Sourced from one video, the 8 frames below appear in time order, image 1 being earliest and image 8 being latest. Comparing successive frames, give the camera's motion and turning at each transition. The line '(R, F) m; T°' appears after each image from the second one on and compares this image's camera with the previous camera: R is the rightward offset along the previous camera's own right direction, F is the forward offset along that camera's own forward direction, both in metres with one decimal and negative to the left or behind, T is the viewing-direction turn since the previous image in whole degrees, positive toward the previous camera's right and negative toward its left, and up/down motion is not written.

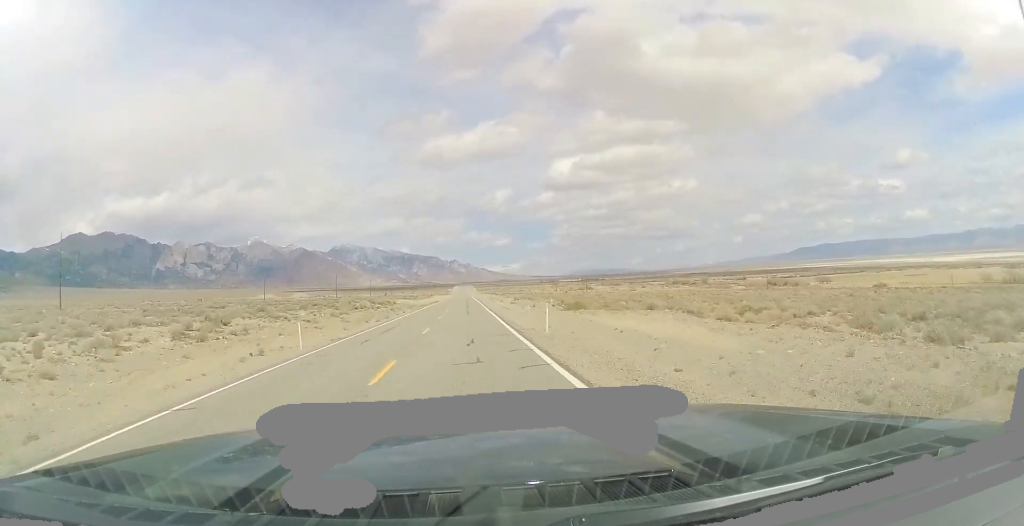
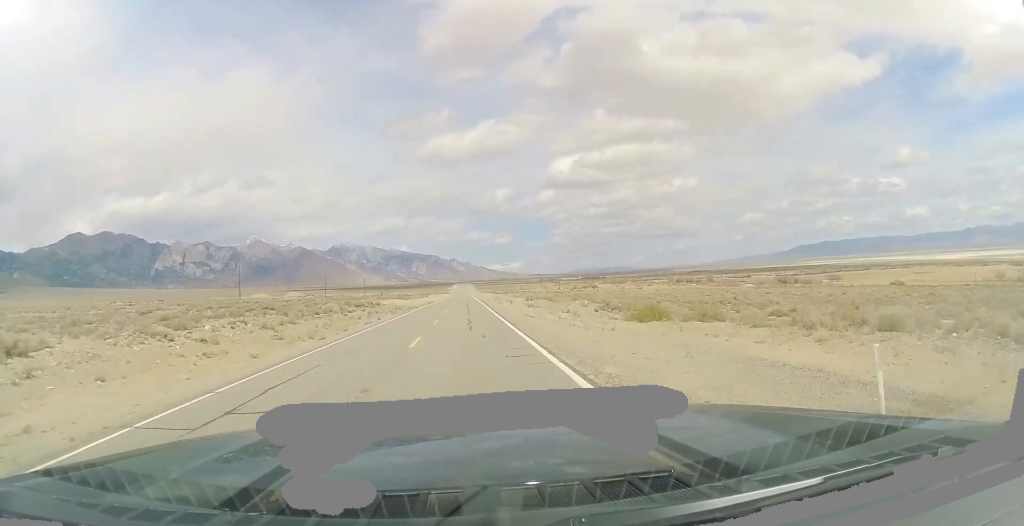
(-0.1, +18.2) m; 0°
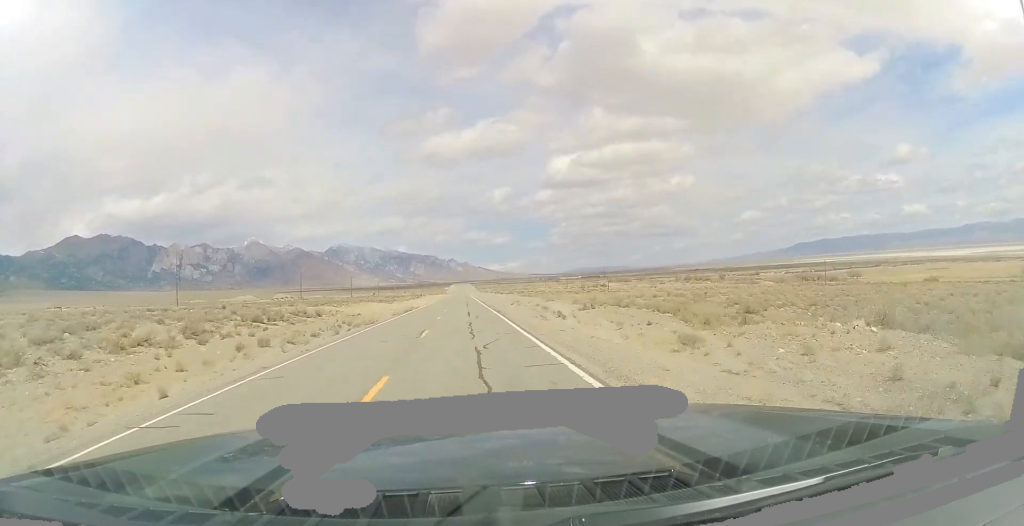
(+0.1, +33.8) m; 0°
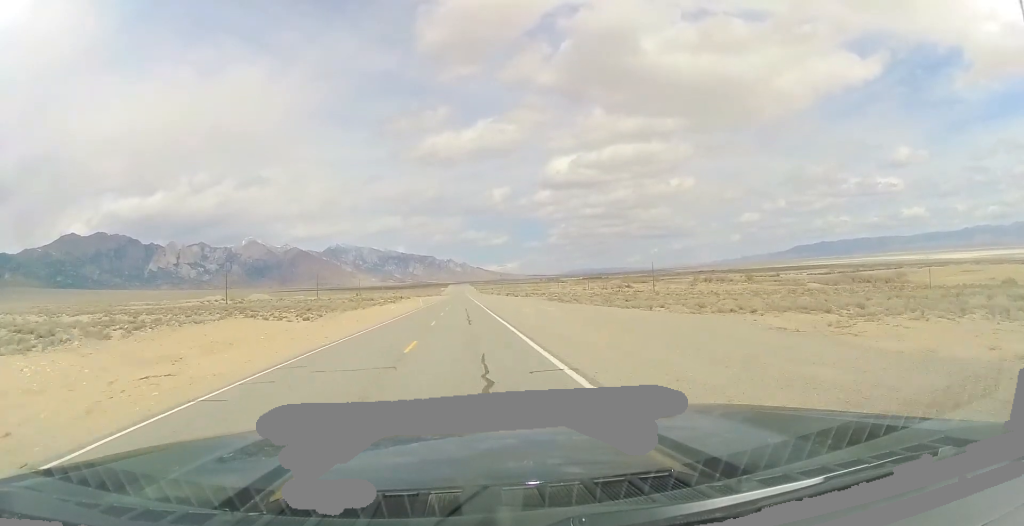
(0.0, +66.1) m; 0°
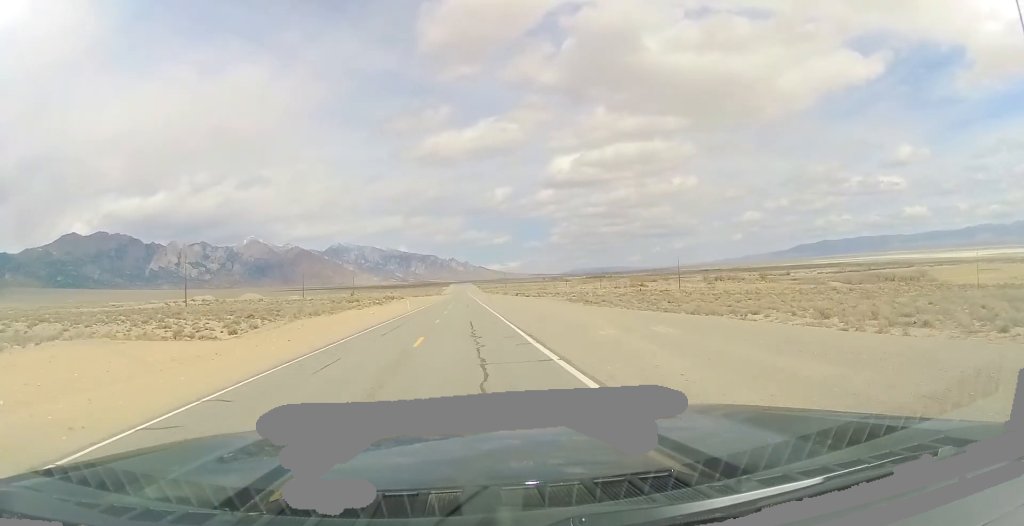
(0.0, +22.9) m; 0°
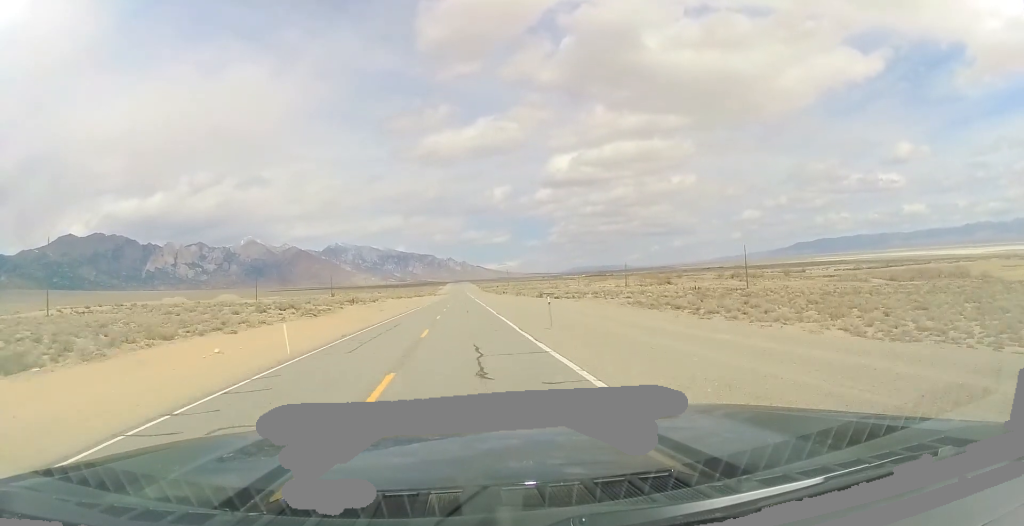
(0.0, +45.6) m; 0°
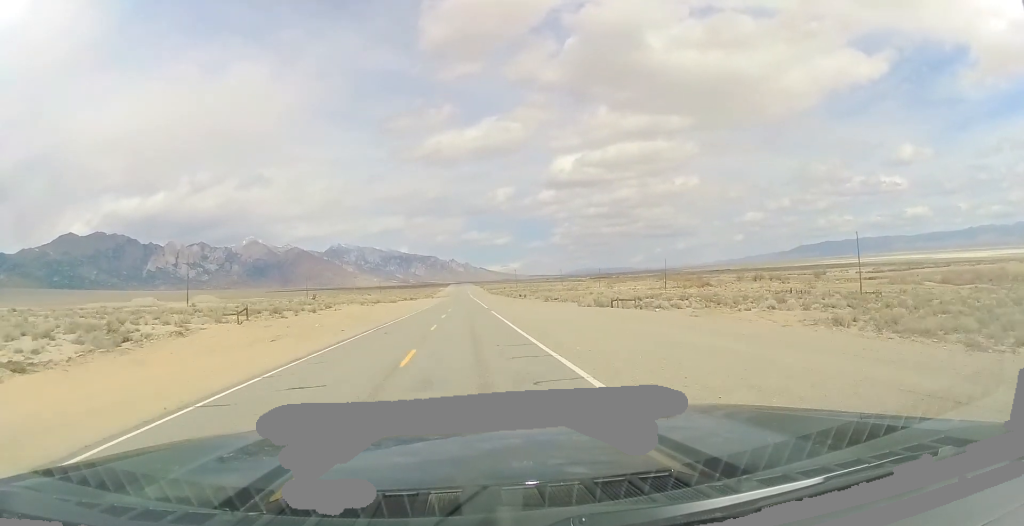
(+0.3, +43.3) m; 0°
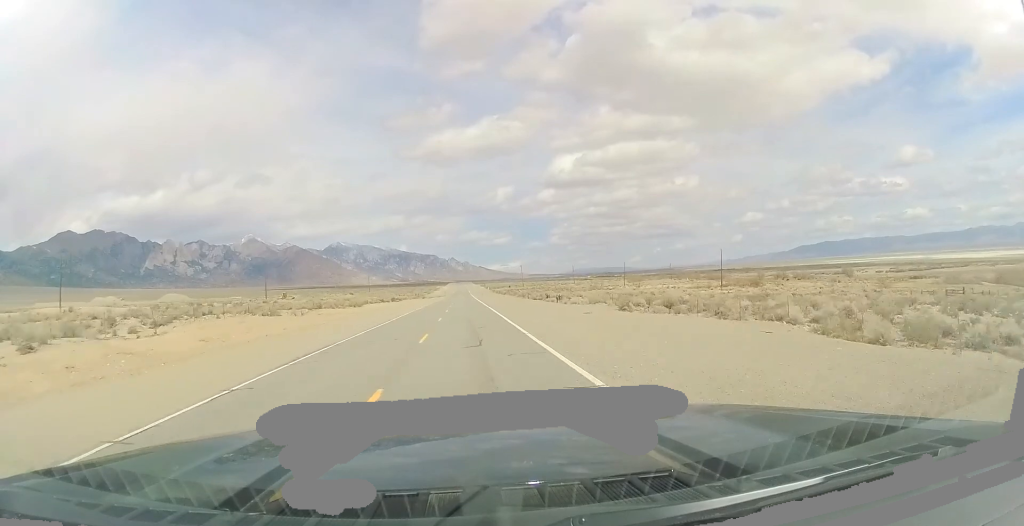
(-0.3, +43.3) m; -1°
